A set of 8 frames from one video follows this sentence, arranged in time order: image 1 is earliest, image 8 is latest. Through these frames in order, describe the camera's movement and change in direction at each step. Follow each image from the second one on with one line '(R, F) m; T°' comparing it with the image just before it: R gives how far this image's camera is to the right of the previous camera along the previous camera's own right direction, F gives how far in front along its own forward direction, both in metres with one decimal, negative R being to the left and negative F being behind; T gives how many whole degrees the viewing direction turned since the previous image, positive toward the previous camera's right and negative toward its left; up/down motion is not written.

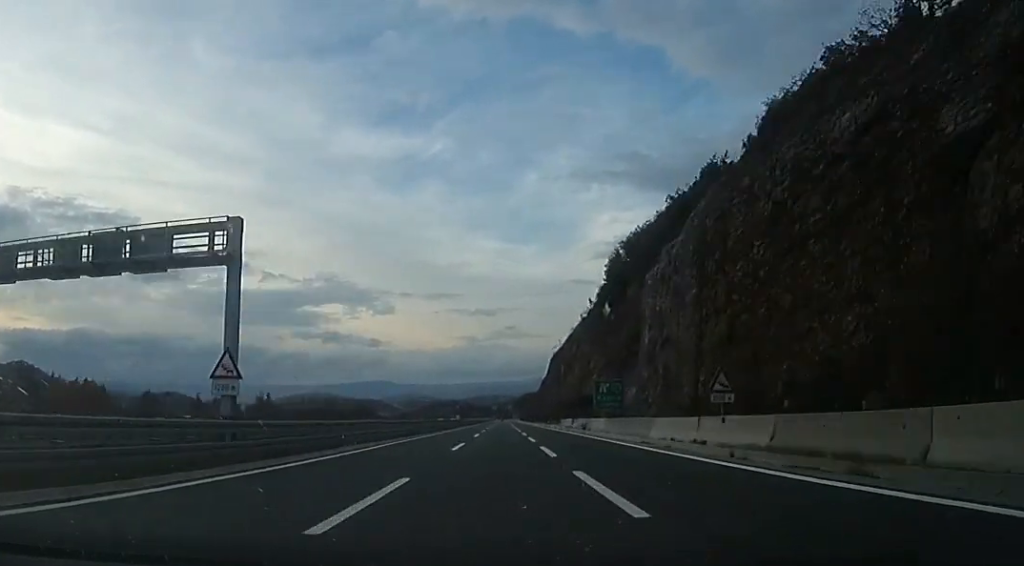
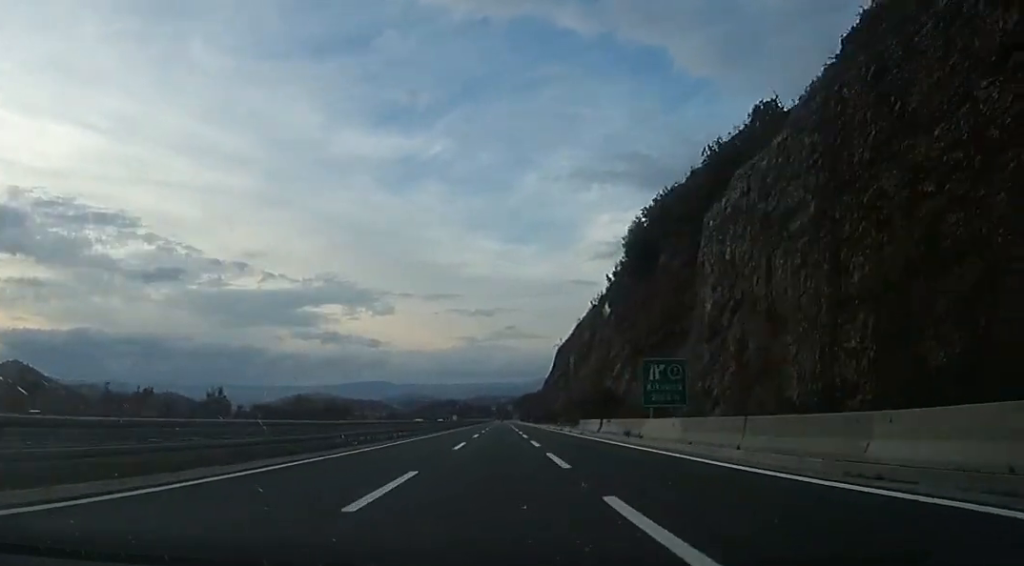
(-0.4, +16.3) m; -1°
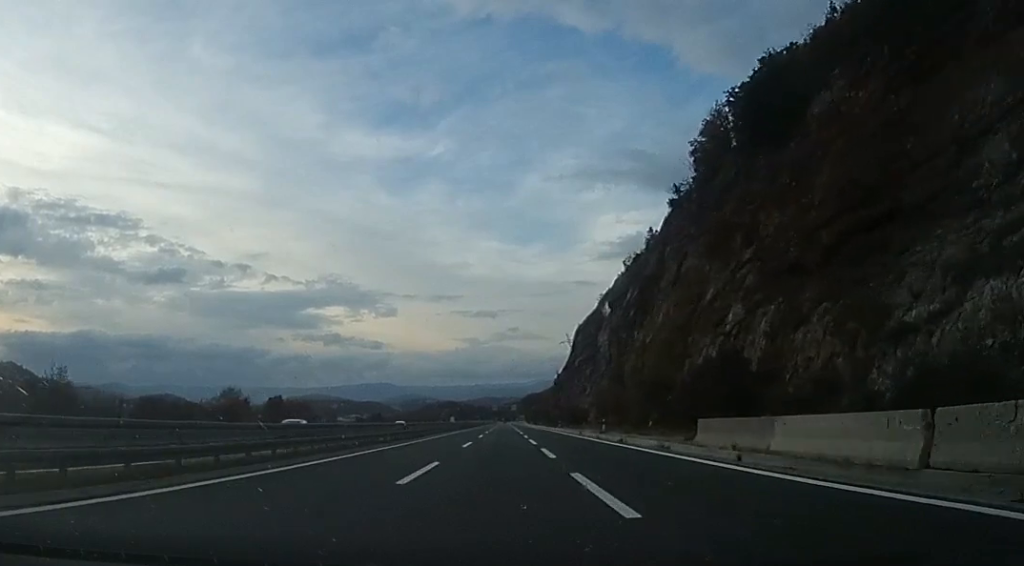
(-0.7, +31.6) m; -1°
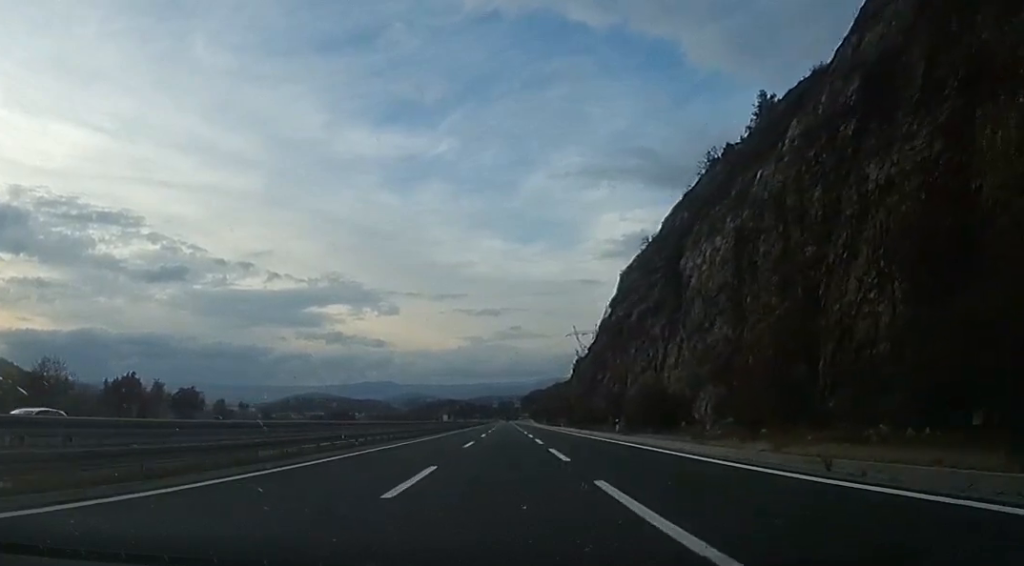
(0.0, +37.8) m; 0°
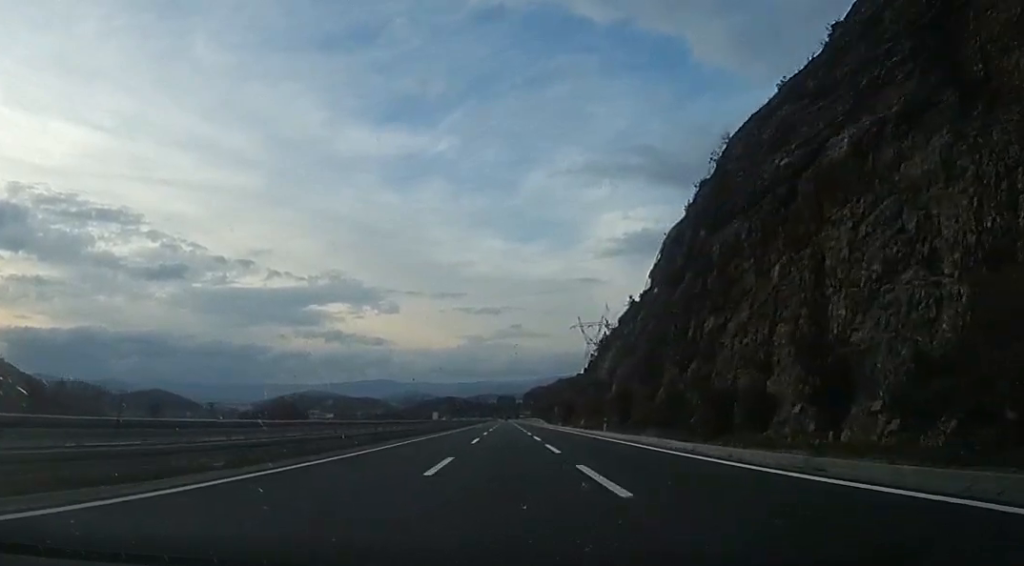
(0.0, +32.1) m; +2°
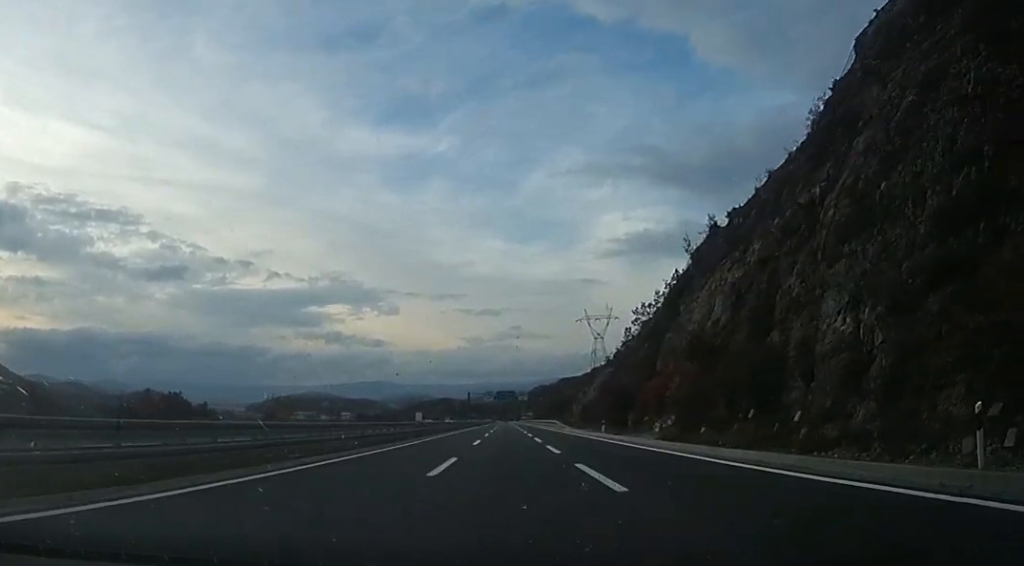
(+1.0, +35.2) m; 0°
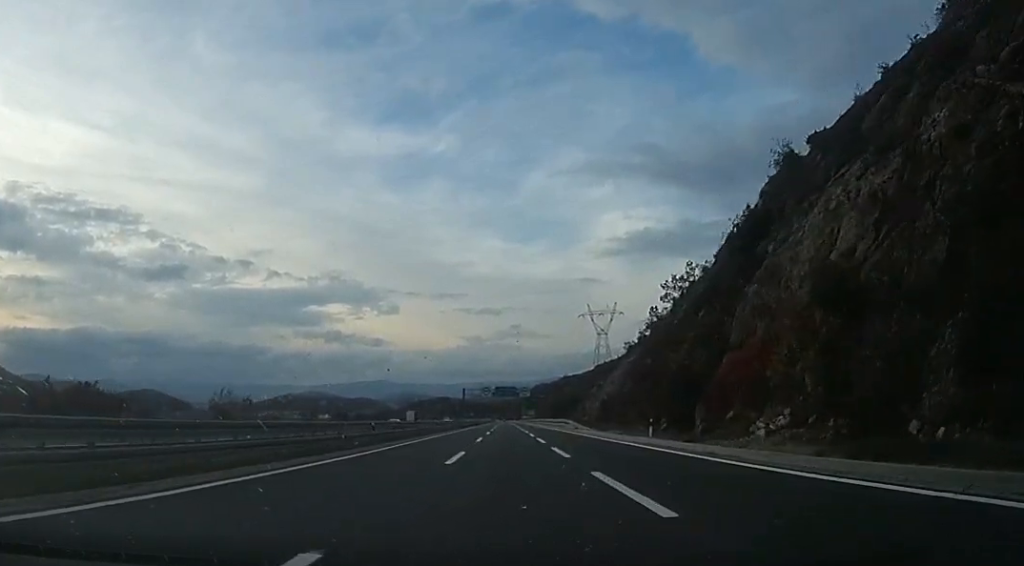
(-0.5, +14.9) m; -1°
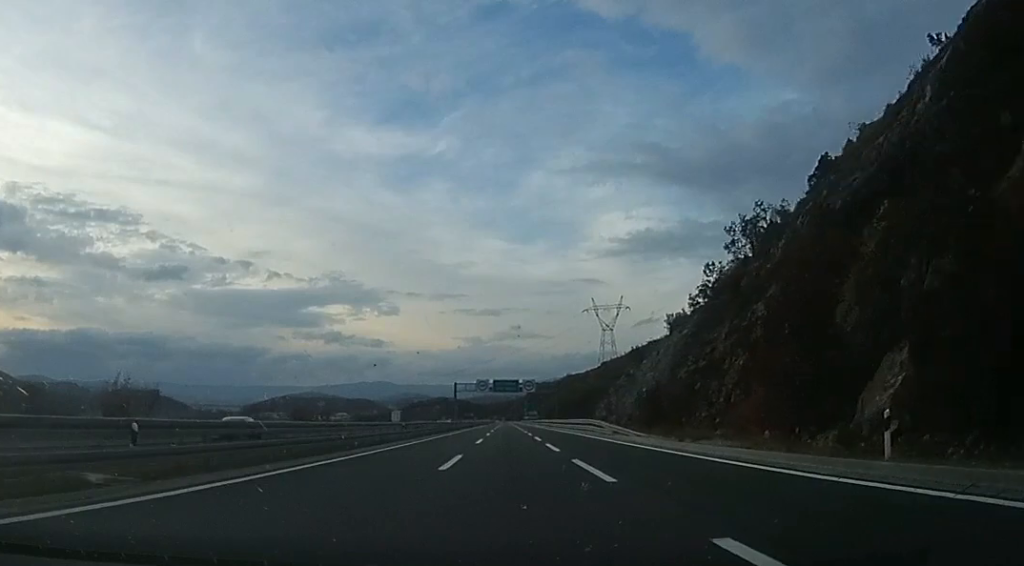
(-0.2, +19.7) m; -1°
